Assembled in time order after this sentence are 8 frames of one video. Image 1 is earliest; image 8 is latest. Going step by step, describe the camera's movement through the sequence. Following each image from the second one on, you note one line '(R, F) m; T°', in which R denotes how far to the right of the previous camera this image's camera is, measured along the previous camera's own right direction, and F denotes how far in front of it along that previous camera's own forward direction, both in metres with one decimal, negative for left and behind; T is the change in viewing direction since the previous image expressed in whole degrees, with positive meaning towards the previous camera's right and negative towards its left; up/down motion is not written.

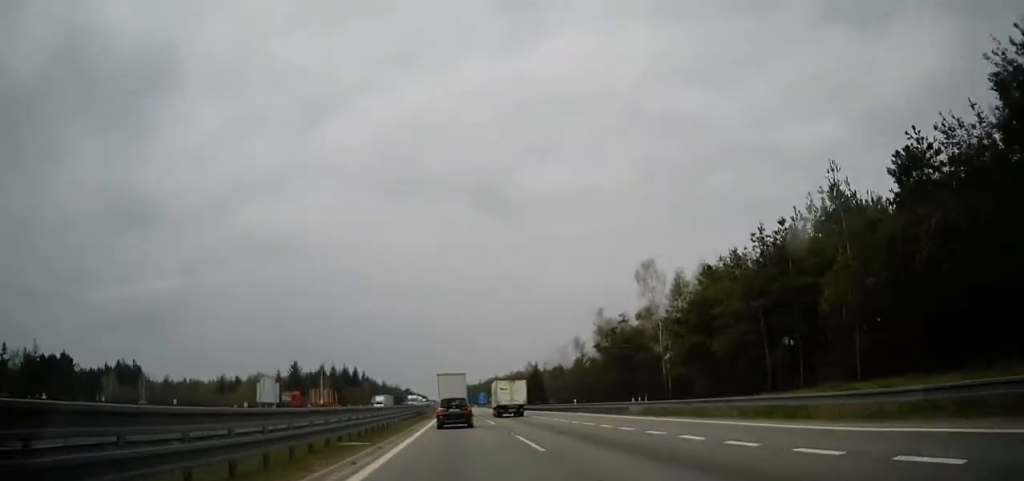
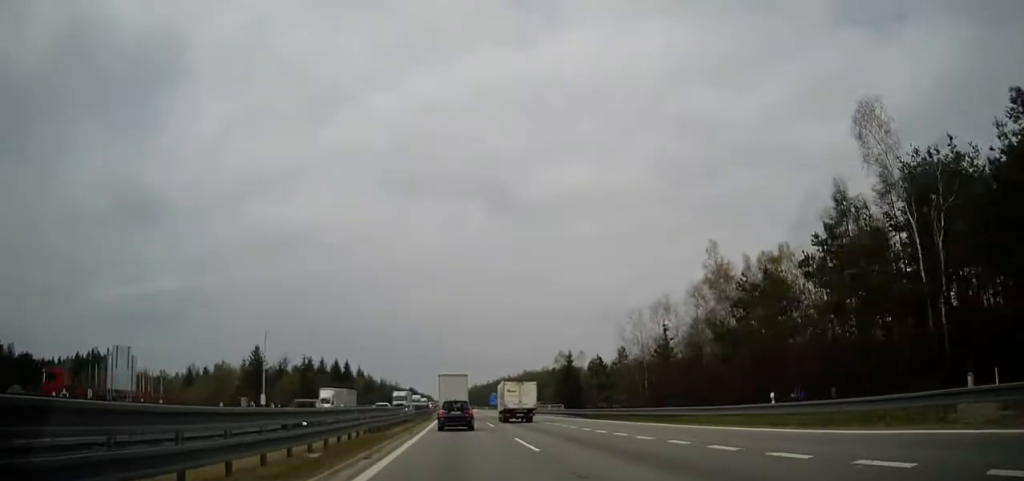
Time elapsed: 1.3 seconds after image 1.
(0.0, +34.9) m; -1°
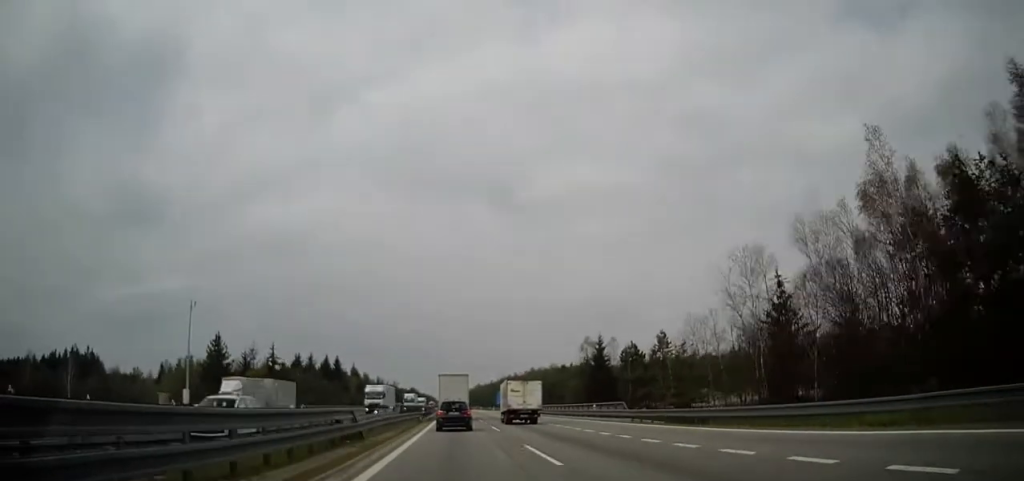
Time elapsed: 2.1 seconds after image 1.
(-0.2, +21.7) m; 0°
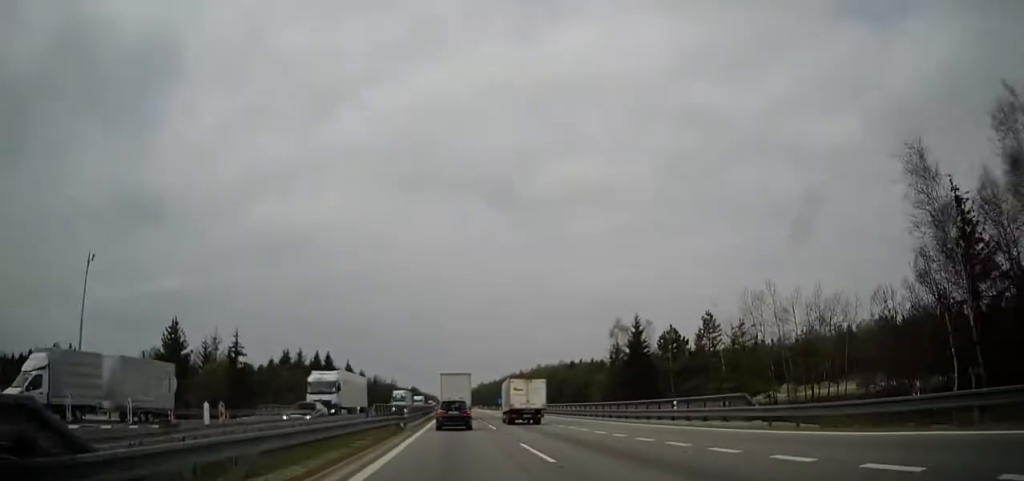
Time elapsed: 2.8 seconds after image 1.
(0.0, +17.1) m; 0°
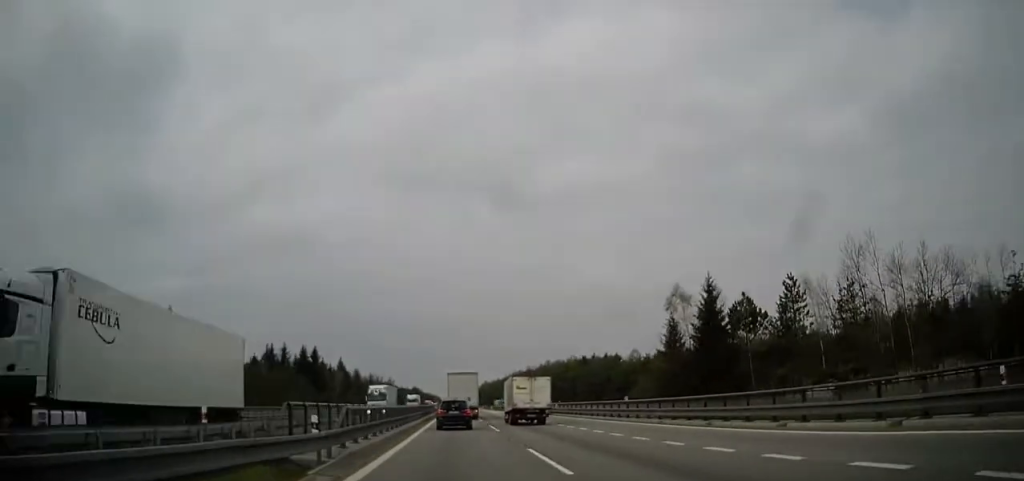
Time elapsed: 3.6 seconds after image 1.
(0.0, +20.3) m; 0°
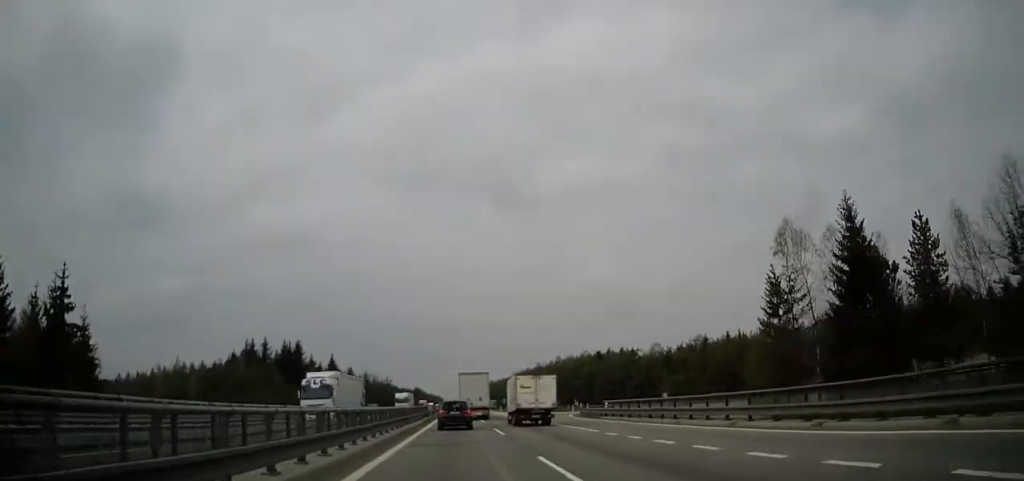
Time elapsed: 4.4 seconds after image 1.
(-0.1, +20.0) m; 0°
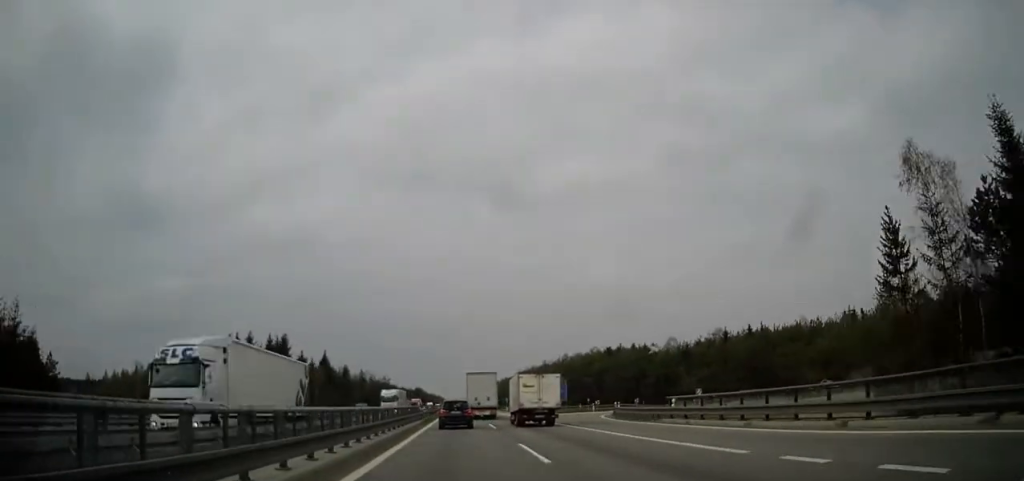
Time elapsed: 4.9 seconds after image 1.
(-0.1, +13.2) m; 0°
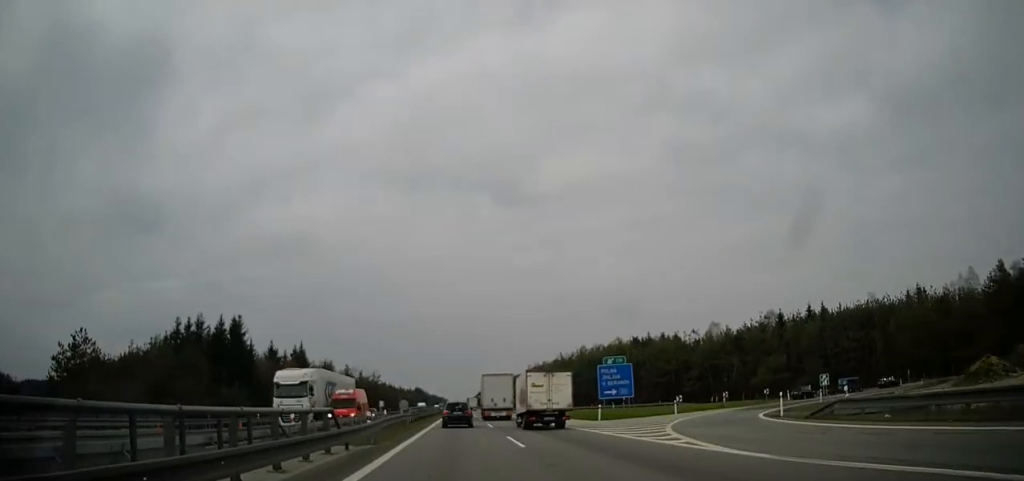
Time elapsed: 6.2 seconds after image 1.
(-0.2, +30.2) m; 0°
